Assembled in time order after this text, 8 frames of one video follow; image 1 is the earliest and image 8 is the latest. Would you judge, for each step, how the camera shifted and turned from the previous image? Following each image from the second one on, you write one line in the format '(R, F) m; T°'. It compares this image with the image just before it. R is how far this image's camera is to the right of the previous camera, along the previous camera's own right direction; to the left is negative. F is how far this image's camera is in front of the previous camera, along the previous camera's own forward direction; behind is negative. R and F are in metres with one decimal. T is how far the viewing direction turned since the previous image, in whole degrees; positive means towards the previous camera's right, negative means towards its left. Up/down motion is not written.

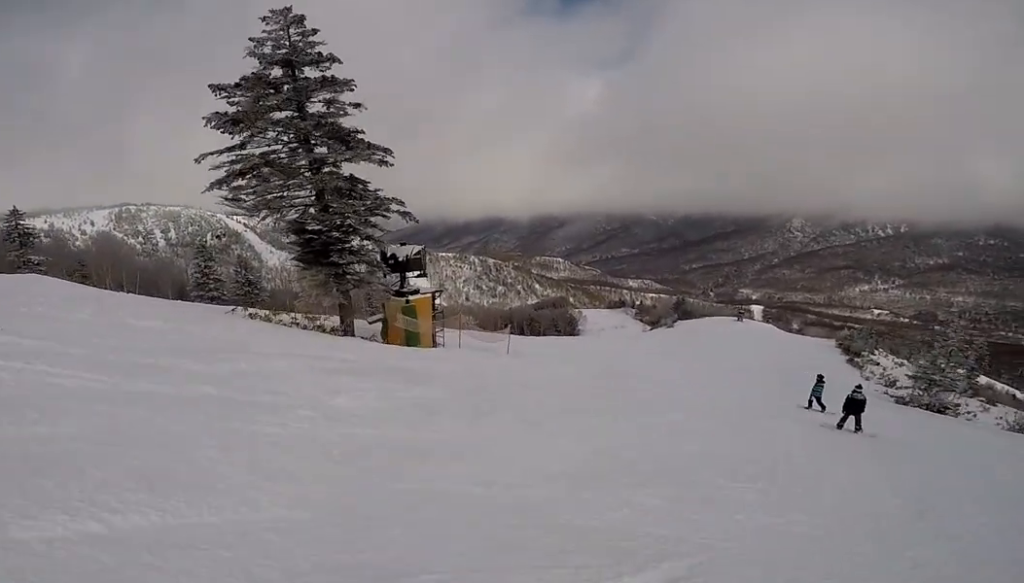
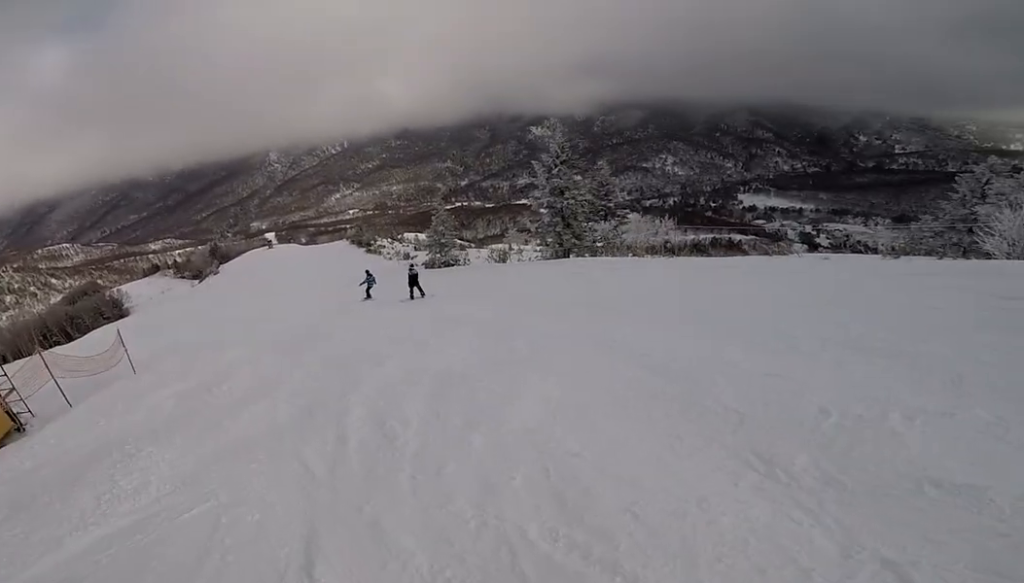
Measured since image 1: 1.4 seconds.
(+2.3, +5.1) m; +49°
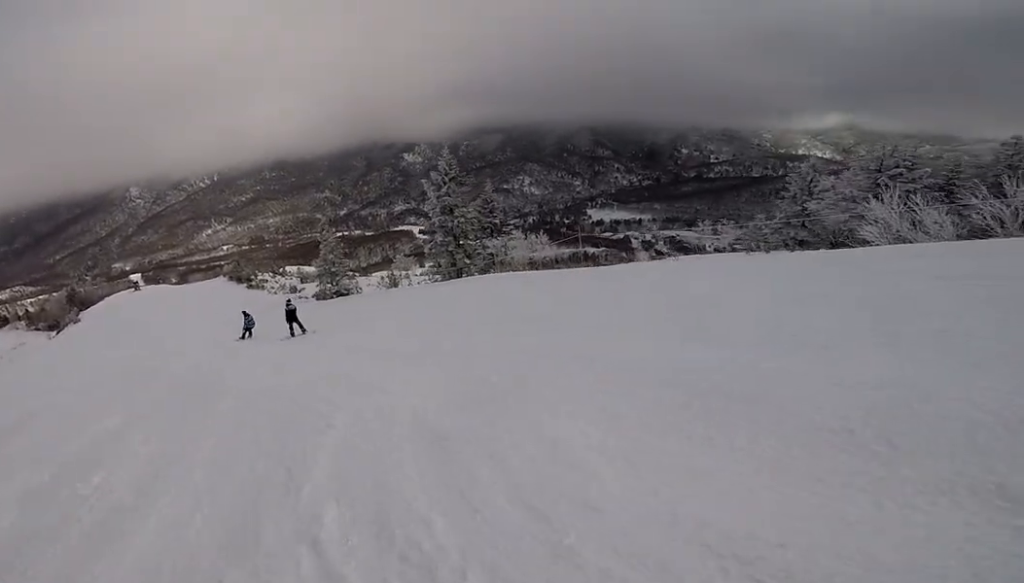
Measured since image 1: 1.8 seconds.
(+0.2, +1.7) m; +8°
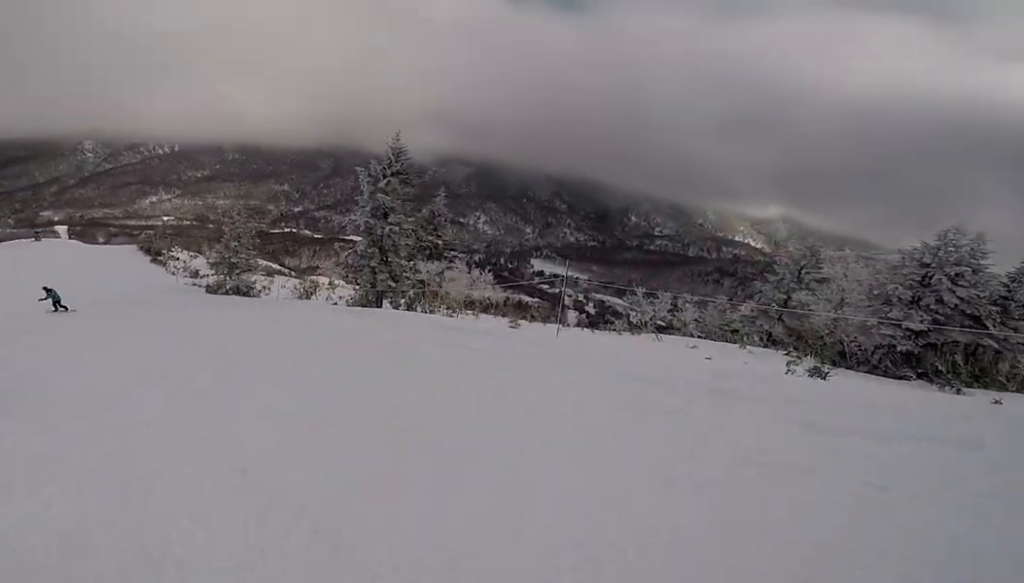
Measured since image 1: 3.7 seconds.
(0.0, +8.0) m; -24°
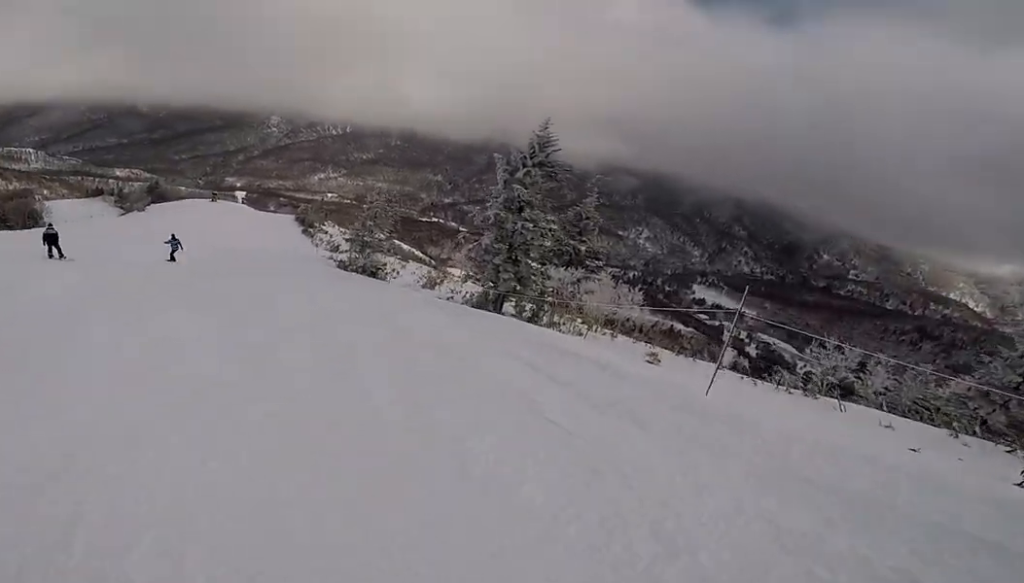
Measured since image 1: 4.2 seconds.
(-0.2, +2.0) m; -19°
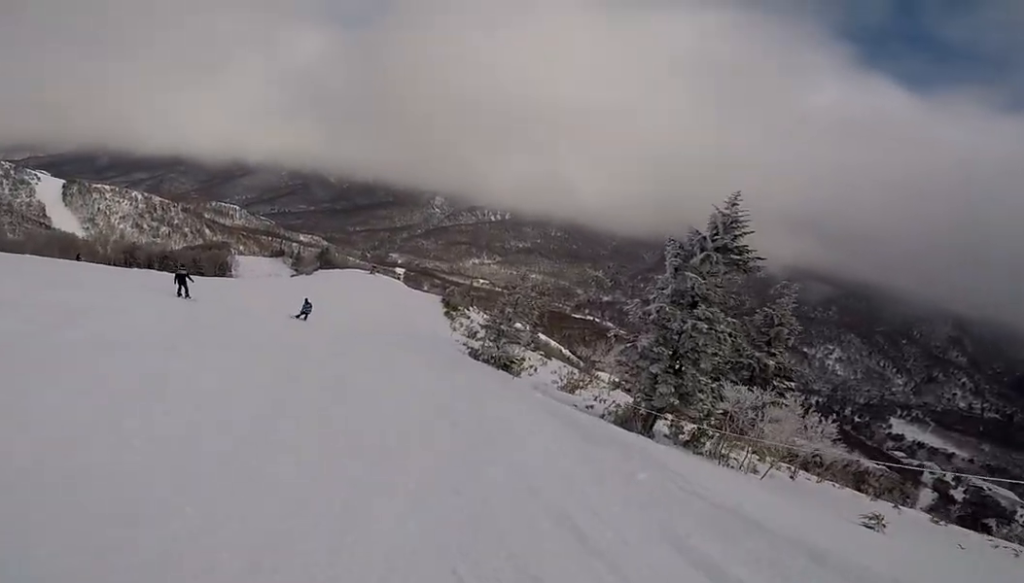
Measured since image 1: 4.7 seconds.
(0.0, +2.2) m; -19°
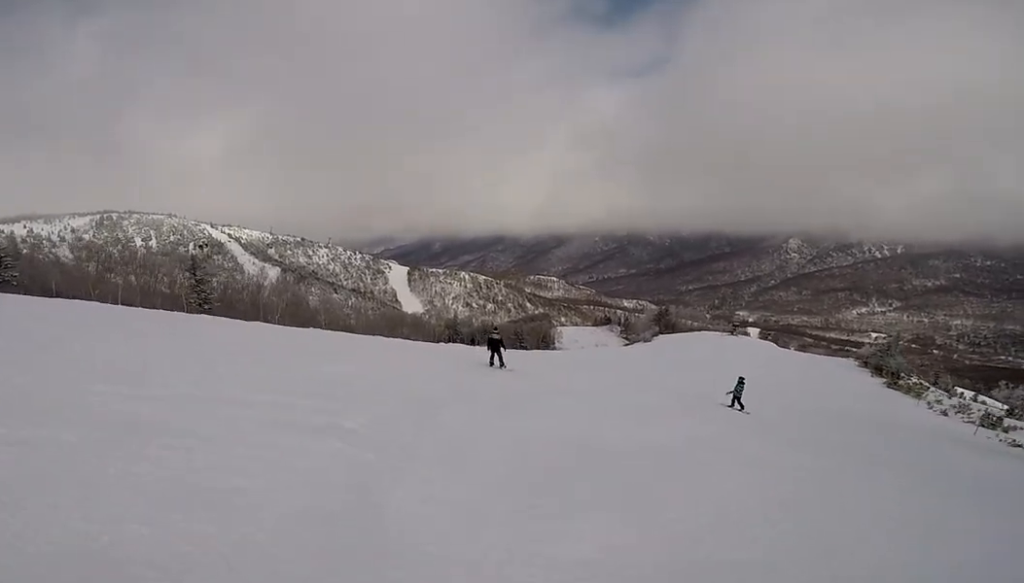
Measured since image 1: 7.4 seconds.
(-3.9, +12.7) m; -16°
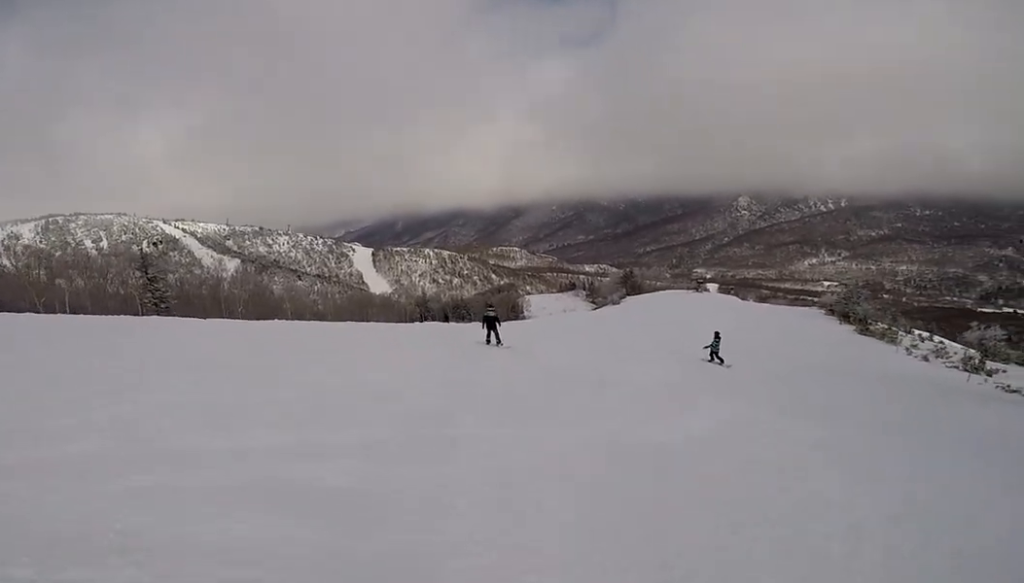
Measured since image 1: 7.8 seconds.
(0.0, +2.1) m; +6°
